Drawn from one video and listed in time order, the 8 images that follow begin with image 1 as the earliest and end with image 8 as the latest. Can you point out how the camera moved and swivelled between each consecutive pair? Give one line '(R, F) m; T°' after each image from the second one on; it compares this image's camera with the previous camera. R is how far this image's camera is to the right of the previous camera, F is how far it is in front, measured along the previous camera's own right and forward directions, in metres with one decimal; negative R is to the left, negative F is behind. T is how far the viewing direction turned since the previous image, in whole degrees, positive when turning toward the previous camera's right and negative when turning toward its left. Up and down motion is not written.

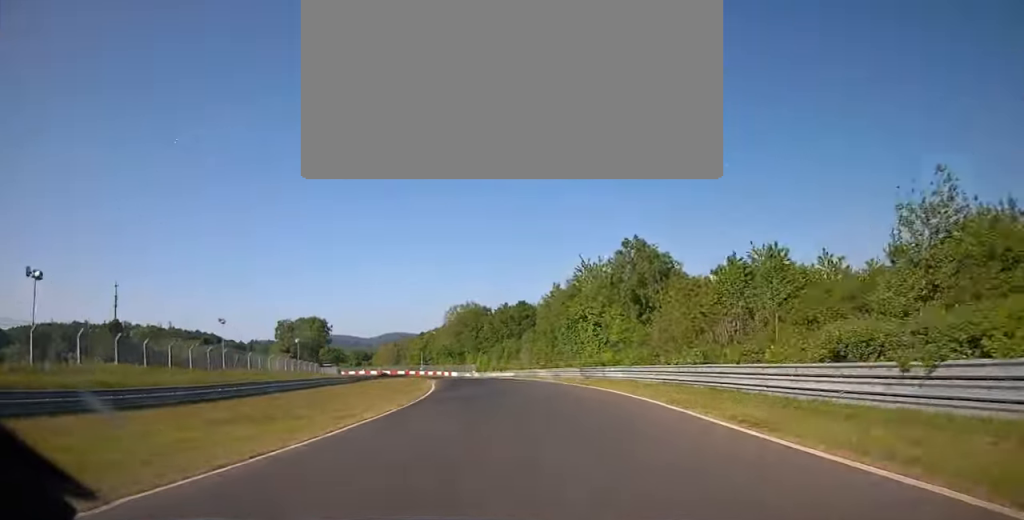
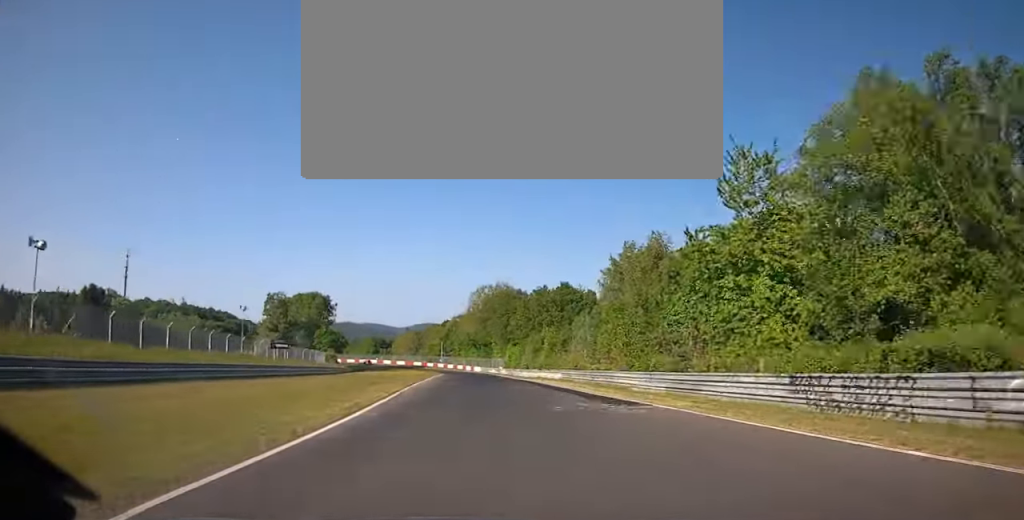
(-1.2, +28.7) m; -2°
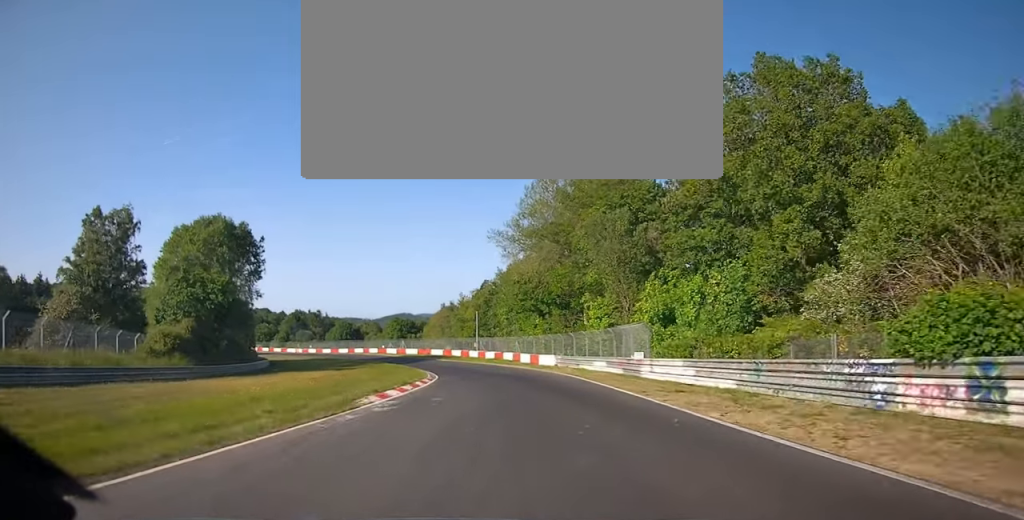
(-4.0, +75.2) m; -9°
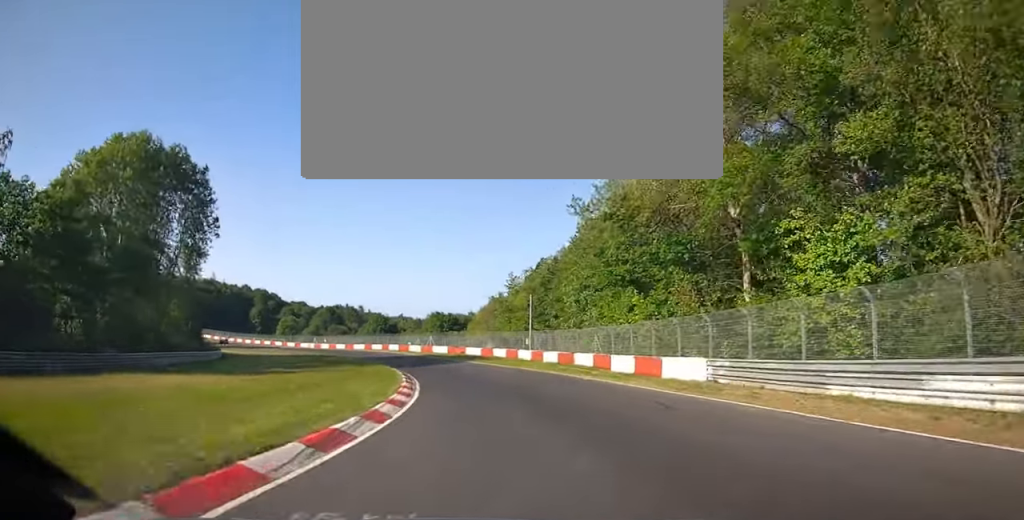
(-1.7, +28.0) m; -9°
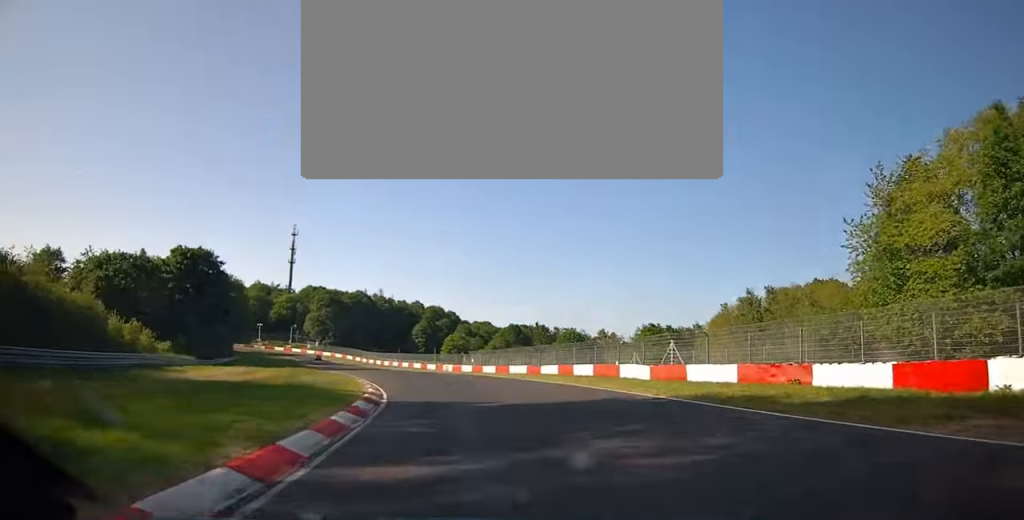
(-9.7, +48.8) m; -24°
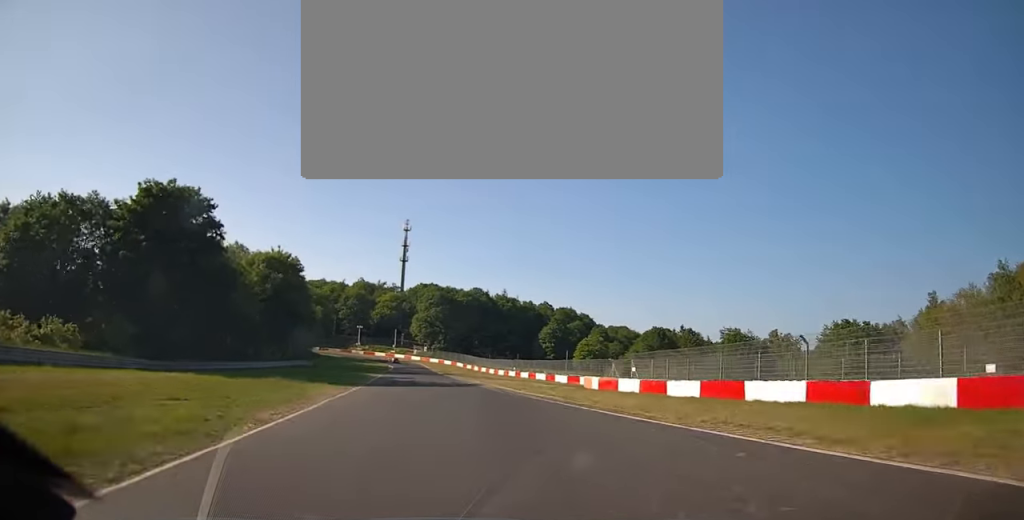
(-3.7, +31.0) m; -8°
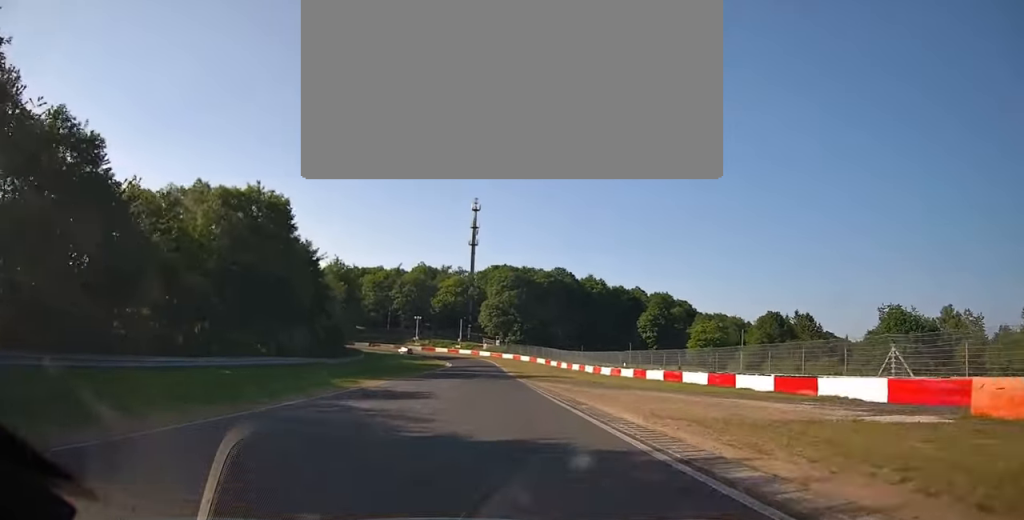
(-0.6, +31.1) m; -1°
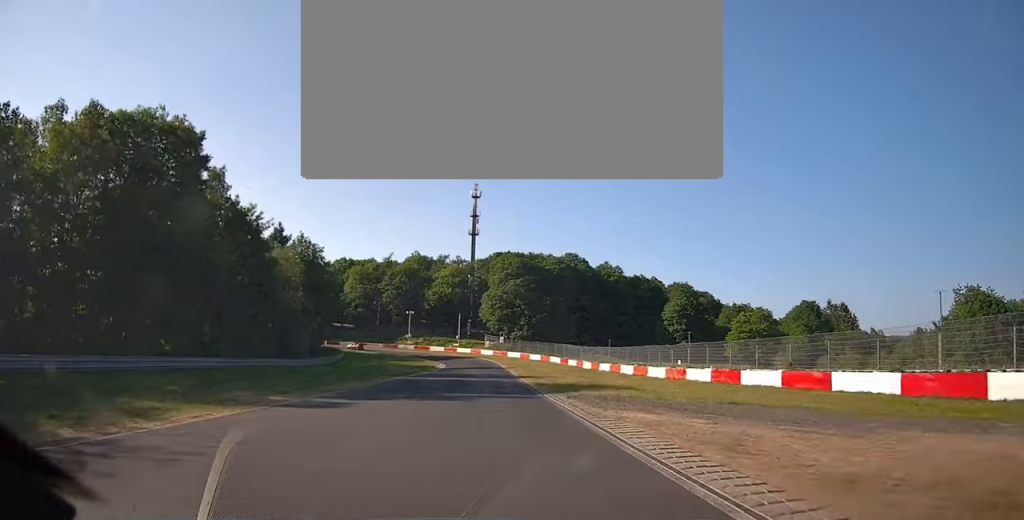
(0.0, +17.5) m; -1°
